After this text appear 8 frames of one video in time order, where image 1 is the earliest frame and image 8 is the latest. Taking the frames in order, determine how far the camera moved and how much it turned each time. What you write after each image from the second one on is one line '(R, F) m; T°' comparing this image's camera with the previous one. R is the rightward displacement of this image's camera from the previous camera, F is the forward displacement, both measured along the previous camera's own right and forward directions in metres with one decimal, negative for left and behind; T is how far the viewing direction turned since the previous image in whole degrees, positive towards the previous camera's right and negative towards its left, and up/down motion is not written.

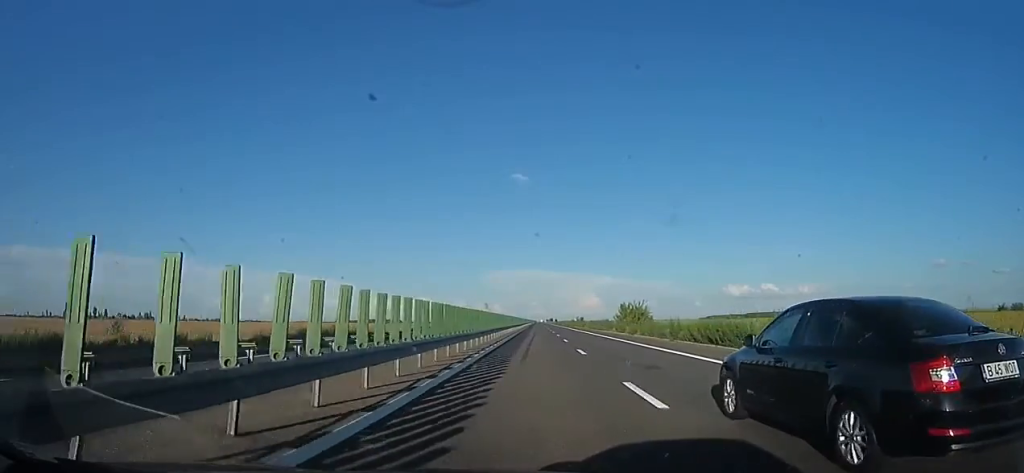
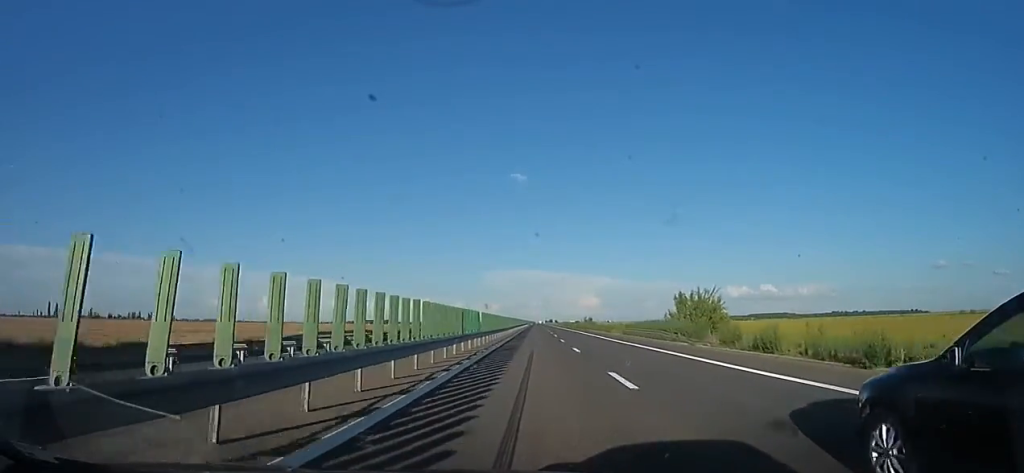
(-0.9, +34.3) m; 0°
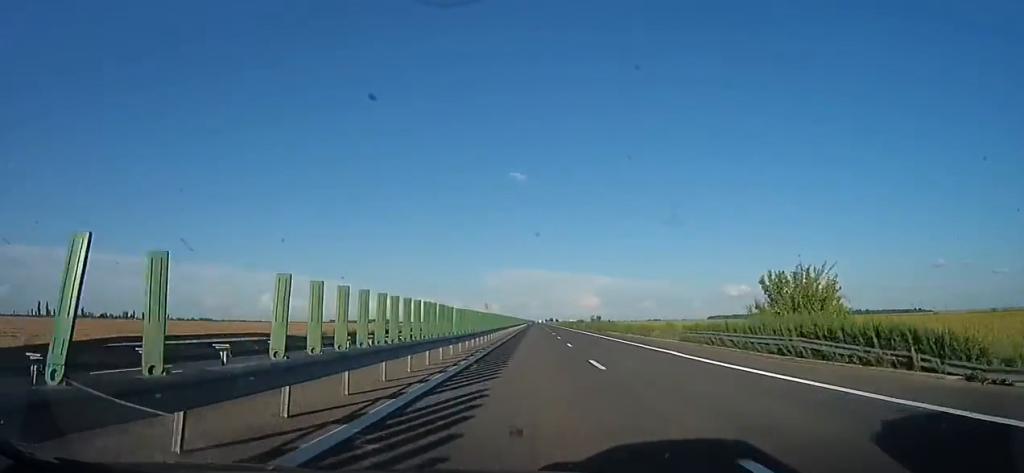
(+0.9, +20.4) m; 0°
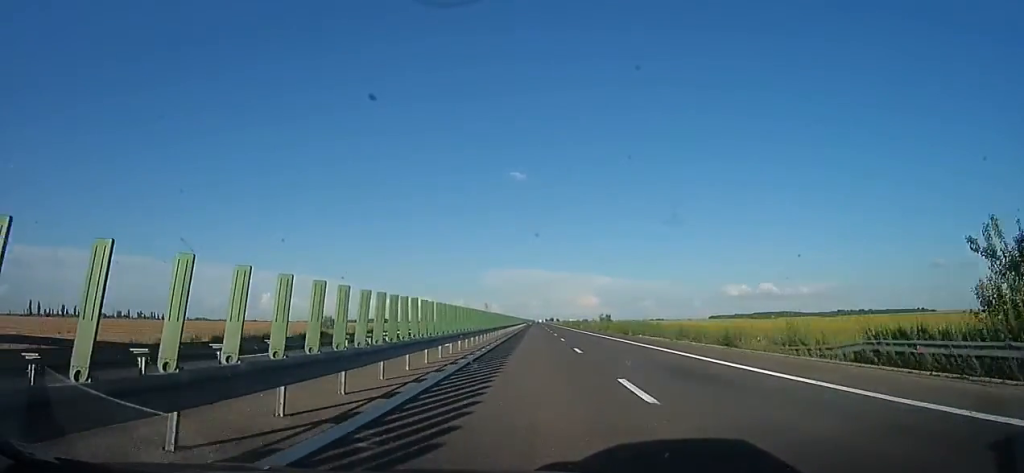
(+0.1, +18.0) m; -1°
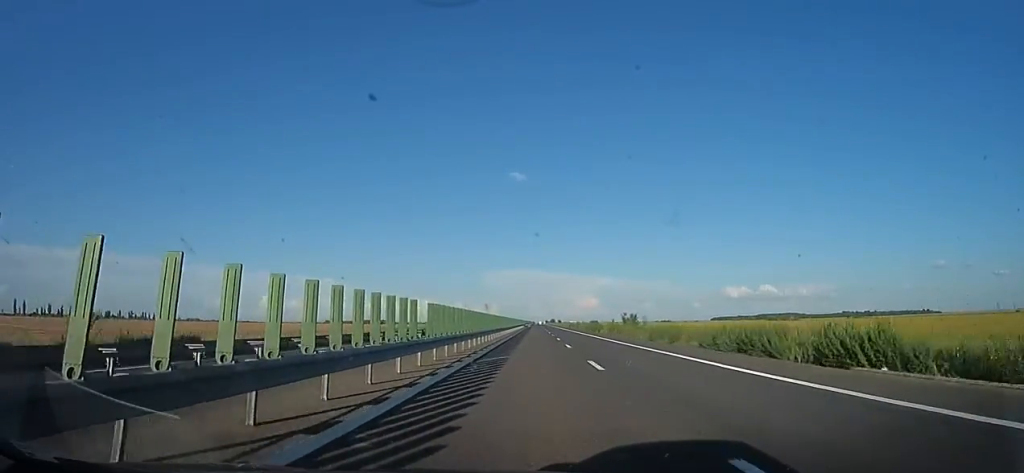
(-1.0, +30.7) m; -2°
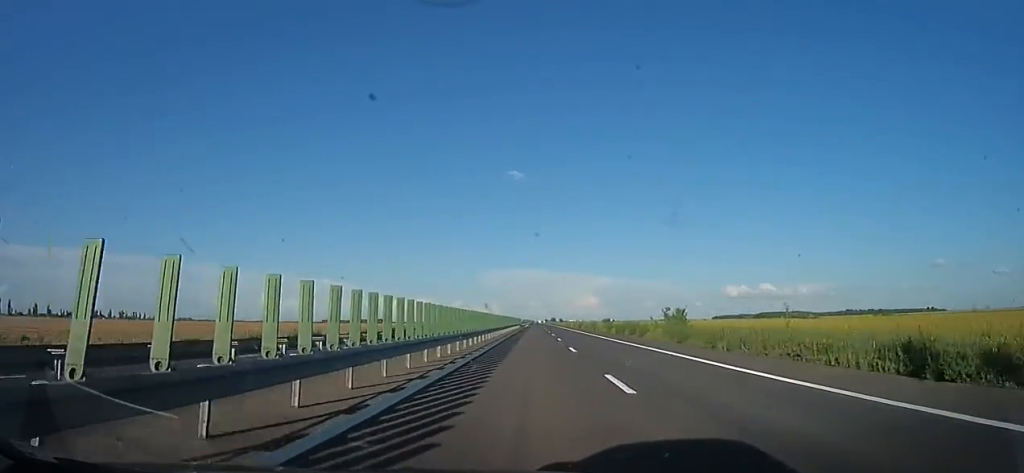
(-0.1, +29.3) m; +2°
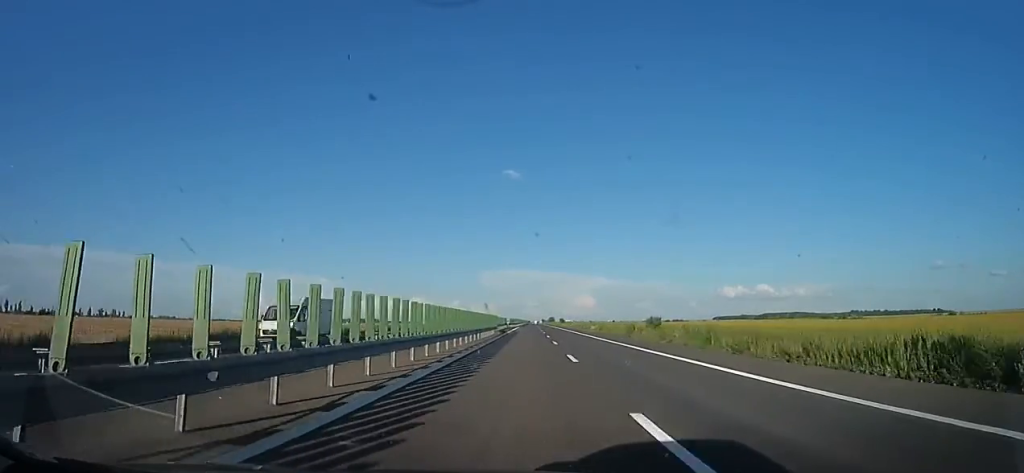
(+1.0, +53.9) m; 0°
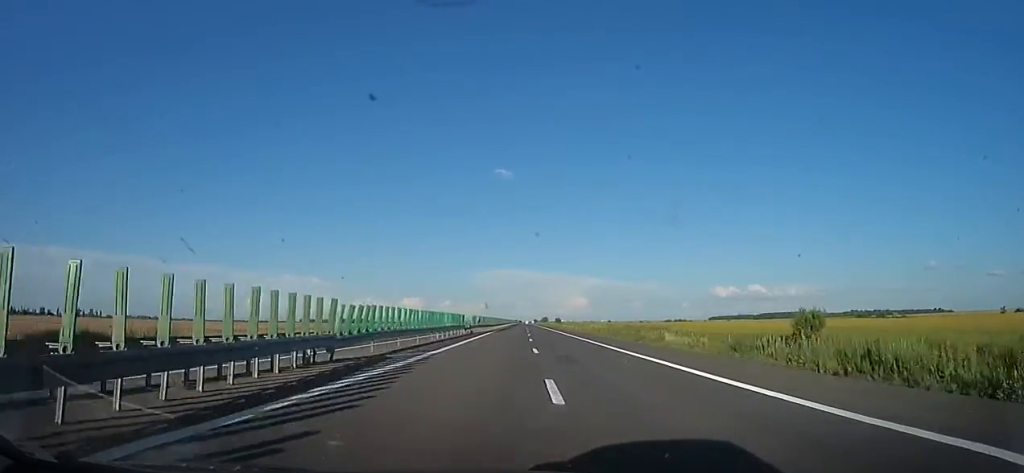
(0.0, +44.9) m; 0°
